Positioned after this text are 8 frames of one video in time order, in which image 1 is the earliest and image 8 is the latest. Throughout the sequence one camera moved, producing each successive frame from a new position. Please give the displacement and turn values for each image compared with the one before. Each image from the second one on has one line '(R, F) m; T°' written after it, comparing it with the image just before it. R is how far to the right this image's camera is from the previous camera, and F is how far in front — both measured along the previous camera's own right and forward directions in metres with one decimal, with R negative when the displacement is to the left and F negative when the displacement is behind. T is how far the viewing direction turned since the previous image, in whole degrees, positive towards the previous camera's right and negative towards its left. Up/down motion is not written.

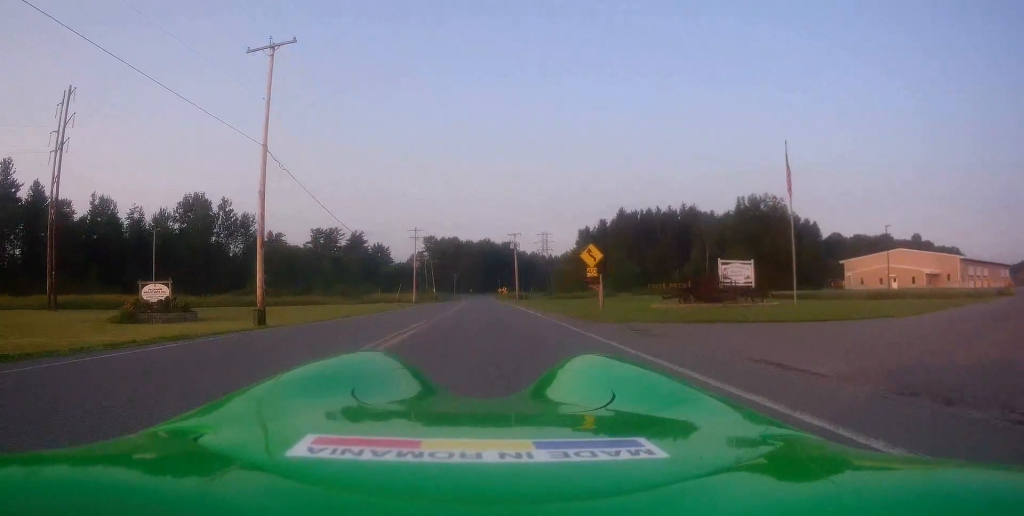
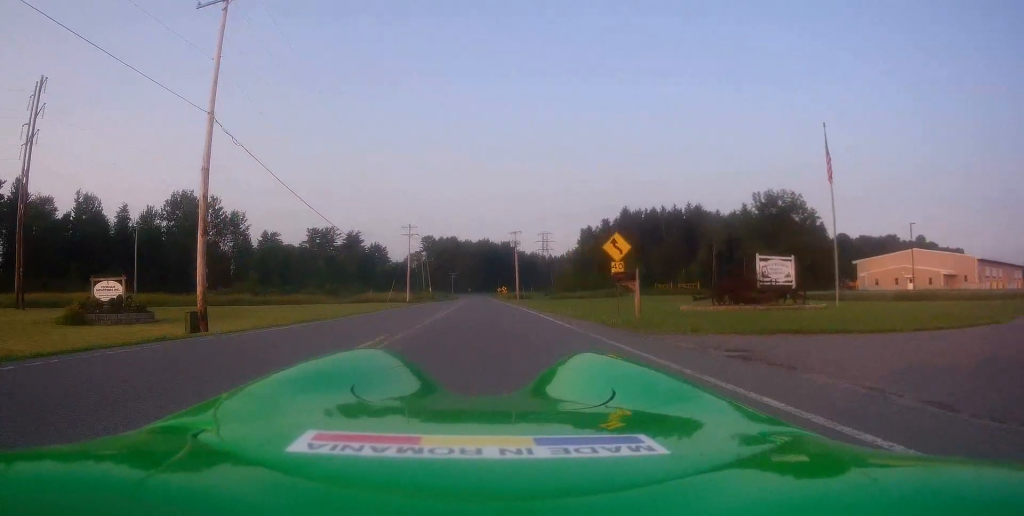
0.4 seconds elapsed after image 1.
(-0.1, +5.4) m; 0°
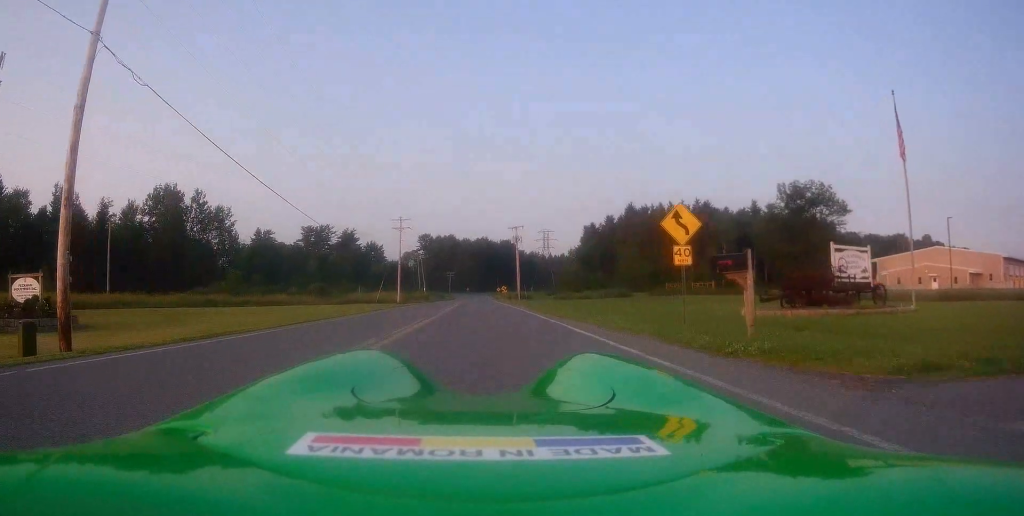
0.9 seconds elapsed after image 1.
(-0.1, +7.2) m; 0°
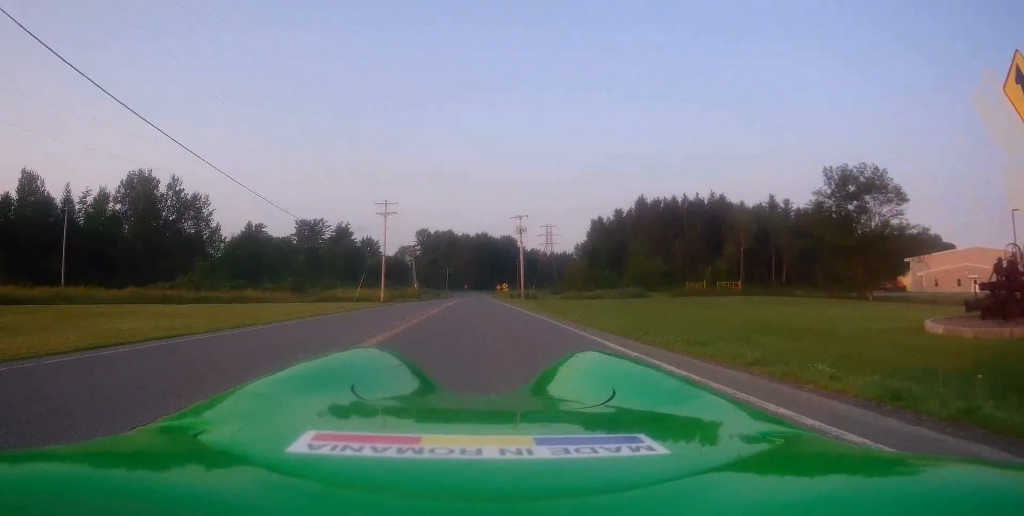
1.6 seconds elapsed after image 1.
(+0.3, +10.2) m; +1°
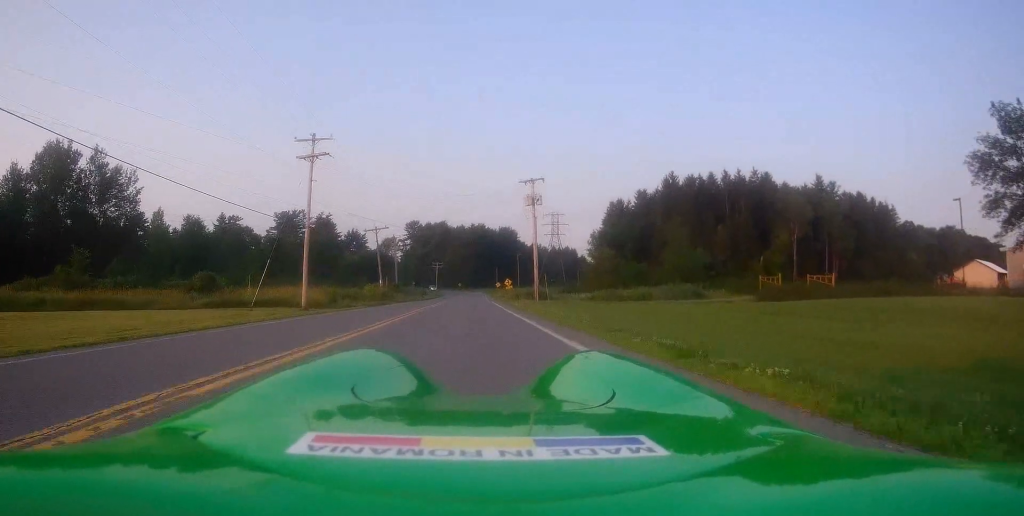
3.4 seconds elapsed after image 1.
(+0.3, +25.5) m; +1°
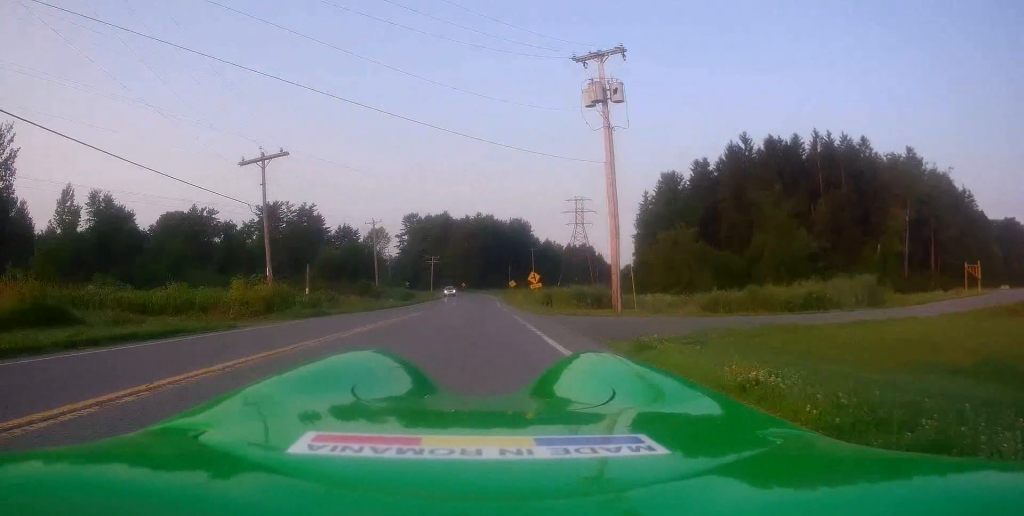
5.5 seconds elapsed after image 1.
(+0.2, +30.4) m; 0°
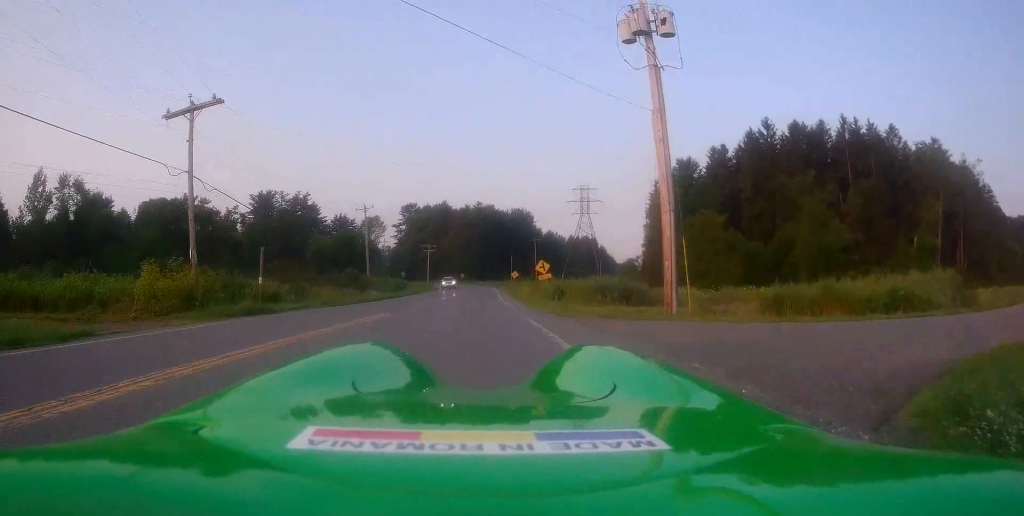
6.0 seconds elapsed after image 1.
(0.0, +7.0) m; -1°
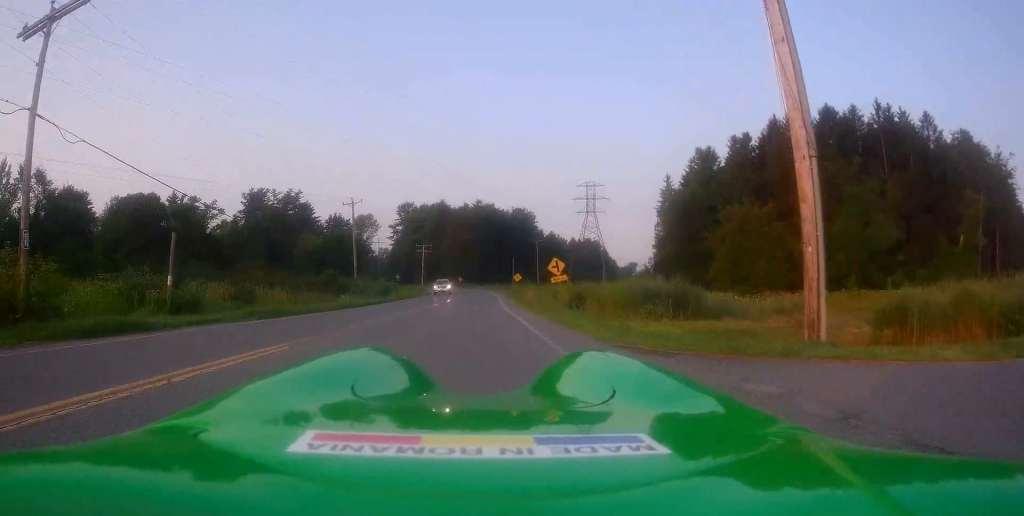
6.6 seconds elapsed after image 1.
(-0.3, +7.6) m; -2°
